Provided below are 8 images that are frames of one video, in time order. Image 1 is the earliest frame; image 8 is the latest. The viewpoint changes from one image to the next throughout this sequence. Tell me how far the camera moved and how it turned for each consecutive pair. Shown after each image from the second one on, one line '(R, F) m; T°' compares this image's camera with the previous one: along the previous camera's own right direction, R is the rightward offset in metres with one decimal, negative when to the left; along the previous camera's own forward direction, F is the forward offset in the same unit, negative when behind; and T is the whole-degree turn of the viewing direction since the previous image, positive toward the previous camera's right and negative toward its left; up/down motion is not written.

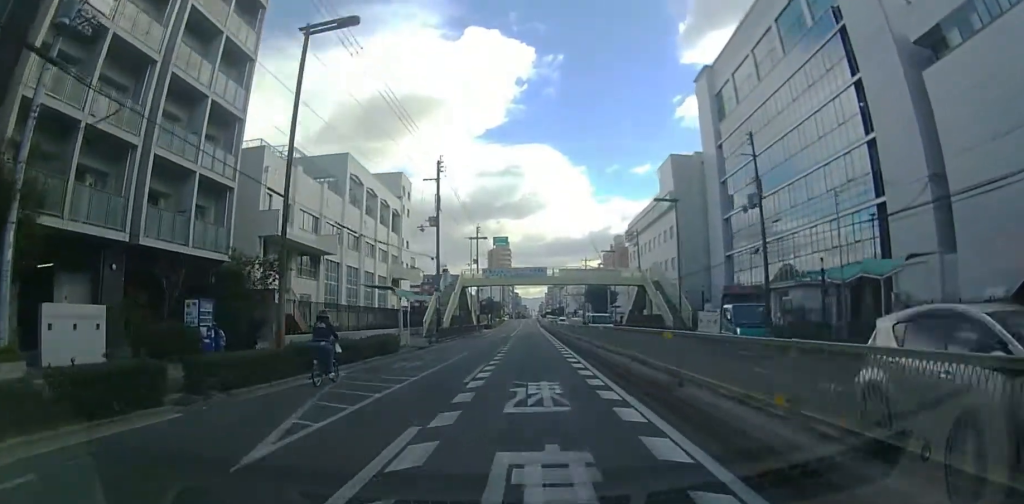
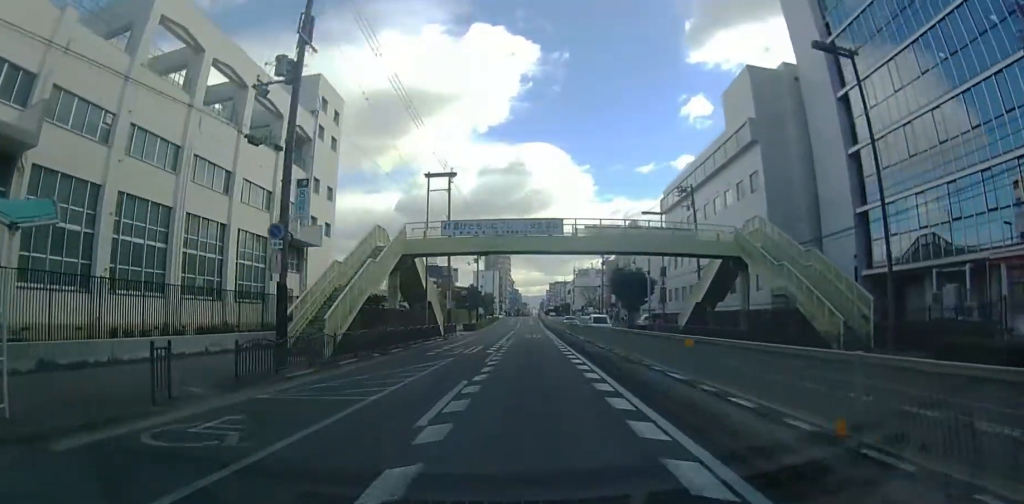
(+0.8, +25.1) m; +2°
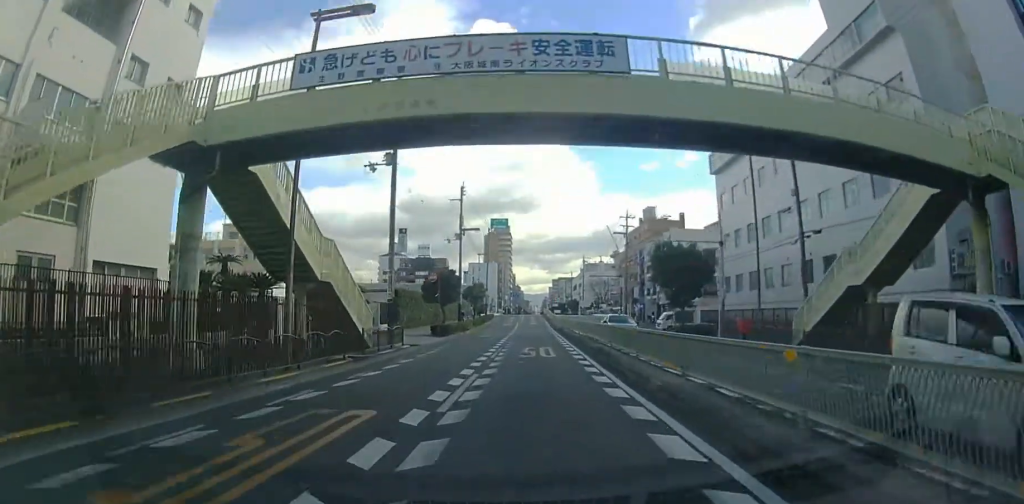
(0.0, +19.2) m; -1°
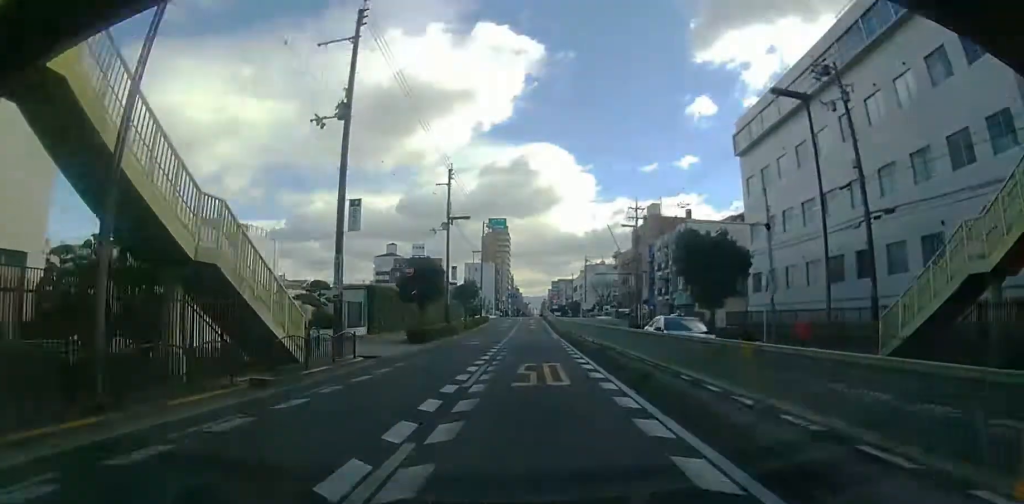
(-0.1, +6.9) m; -1°
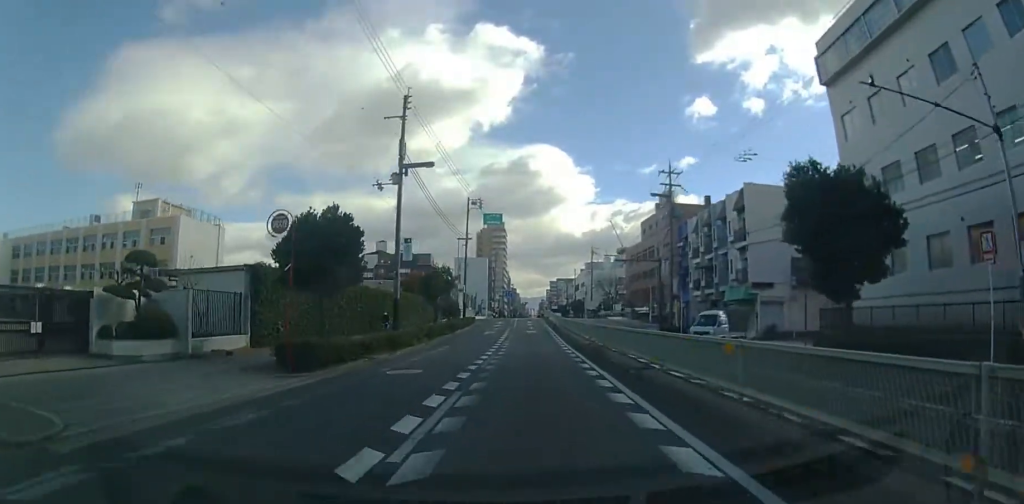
(-0.2, +15.7) m; 0°
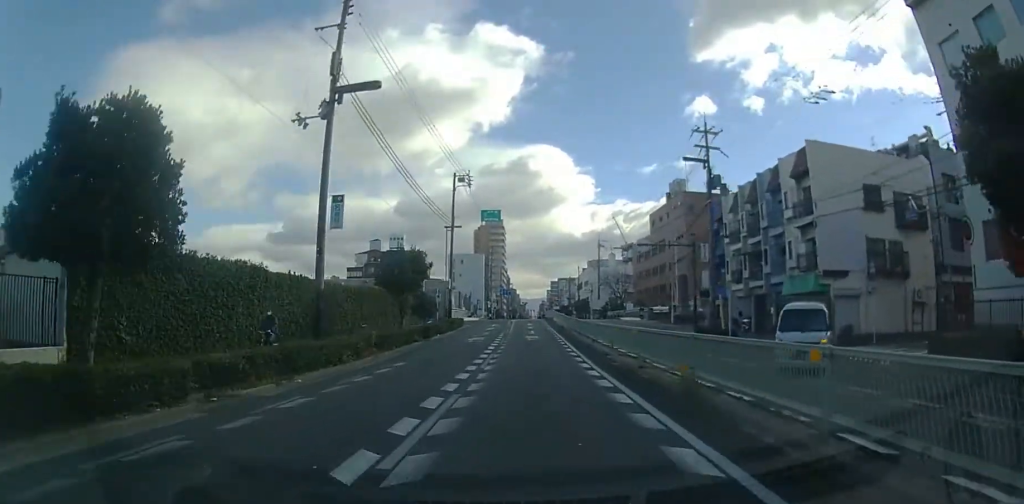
(0.0, +10.3) m; +1°
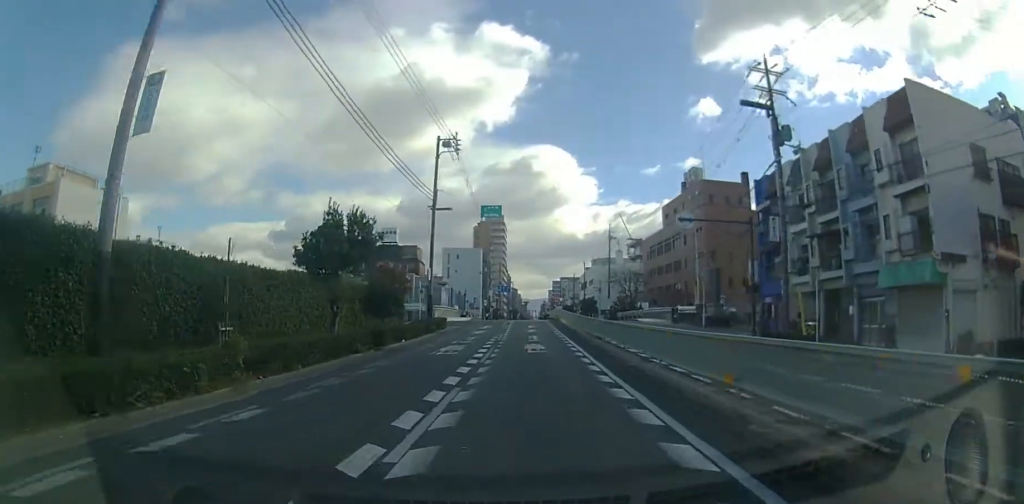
(+0.2, +9.7) m; 0°
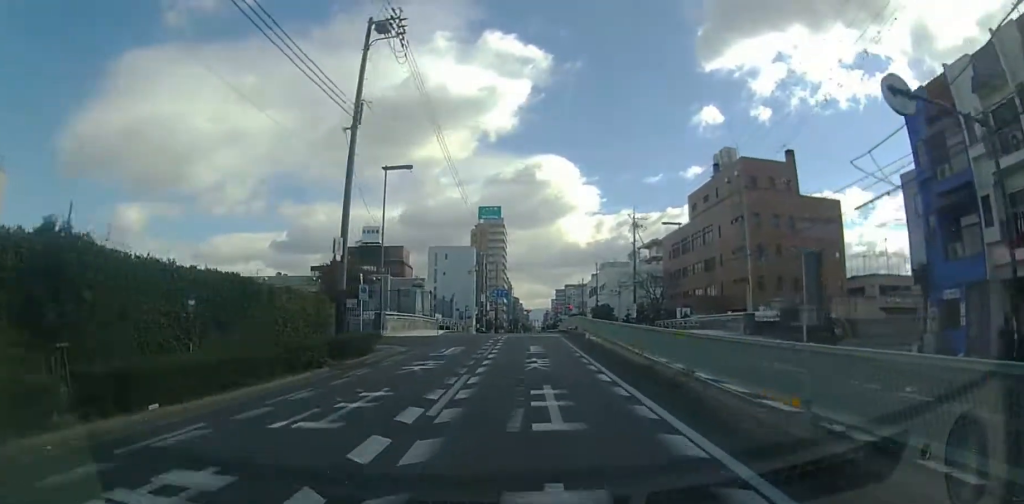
(-0.3, +17.7) m; -1°
